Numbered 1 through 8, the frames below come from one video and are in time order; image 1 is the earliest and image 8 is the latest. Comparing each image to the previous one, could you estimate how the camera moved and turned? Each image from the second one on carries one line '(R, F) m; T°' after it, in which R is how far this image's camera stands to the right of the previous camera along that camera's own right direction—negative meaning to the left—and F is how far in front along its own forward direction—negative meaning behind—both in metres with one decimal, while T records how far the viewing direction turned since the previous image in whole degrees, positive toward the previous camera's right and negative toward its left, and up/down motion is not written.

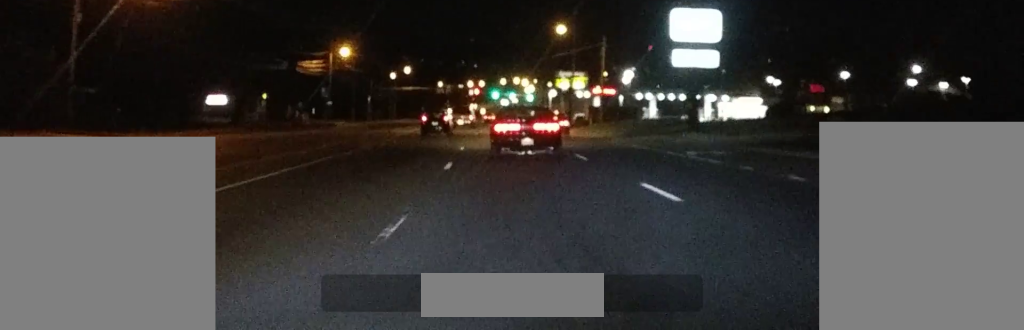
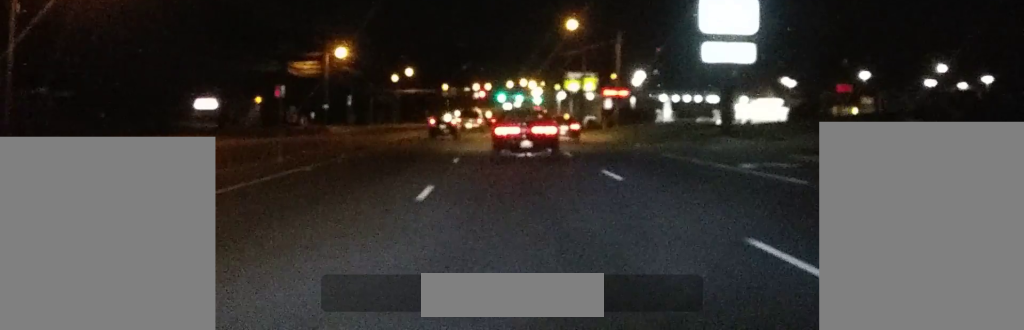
(-0.1, +6.9) m; 0°
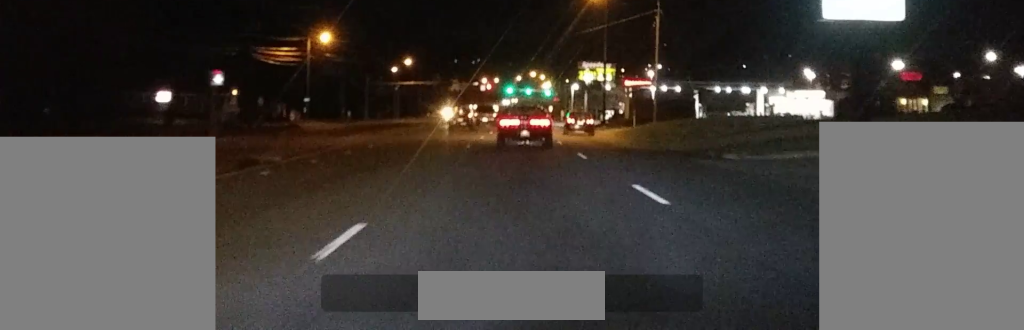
(+0.1, +19.6) m; 0°
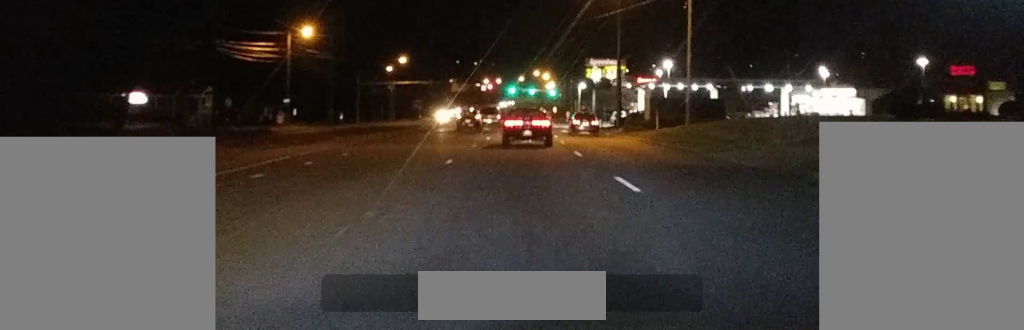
(-0.1, +9.8) m; 0°
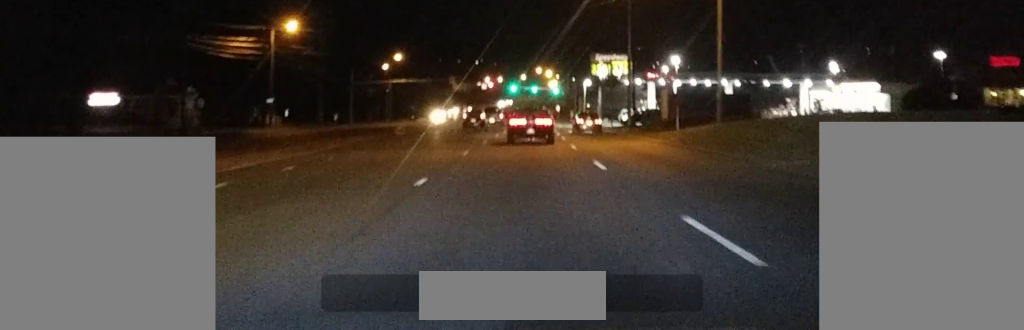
(0.0, +7.0) m; 0°
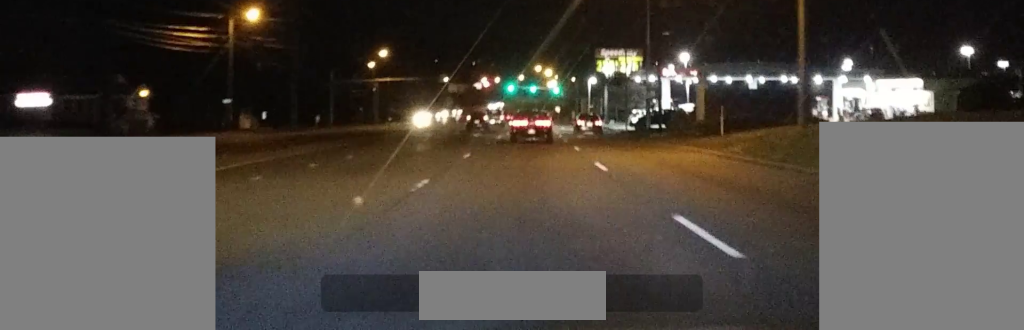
(0.0, +12.1) m; +1°
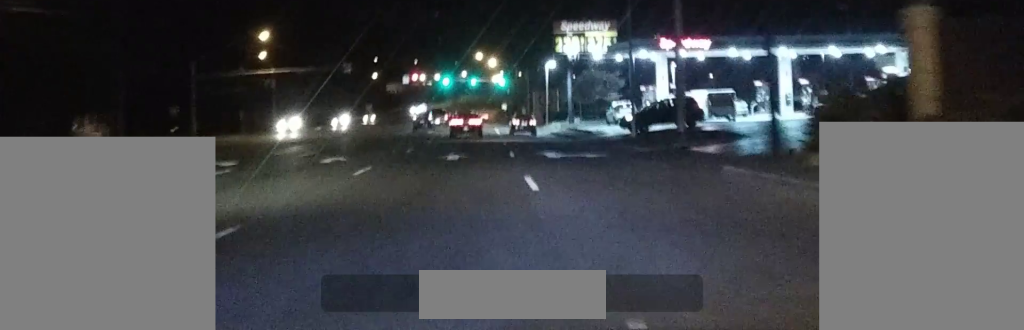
(+0.9, +30.2) m; +3°
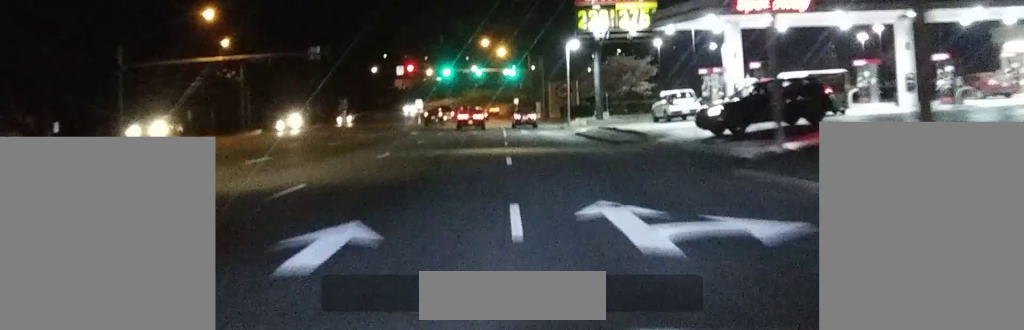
(0.0, +18.3) m; 0°
